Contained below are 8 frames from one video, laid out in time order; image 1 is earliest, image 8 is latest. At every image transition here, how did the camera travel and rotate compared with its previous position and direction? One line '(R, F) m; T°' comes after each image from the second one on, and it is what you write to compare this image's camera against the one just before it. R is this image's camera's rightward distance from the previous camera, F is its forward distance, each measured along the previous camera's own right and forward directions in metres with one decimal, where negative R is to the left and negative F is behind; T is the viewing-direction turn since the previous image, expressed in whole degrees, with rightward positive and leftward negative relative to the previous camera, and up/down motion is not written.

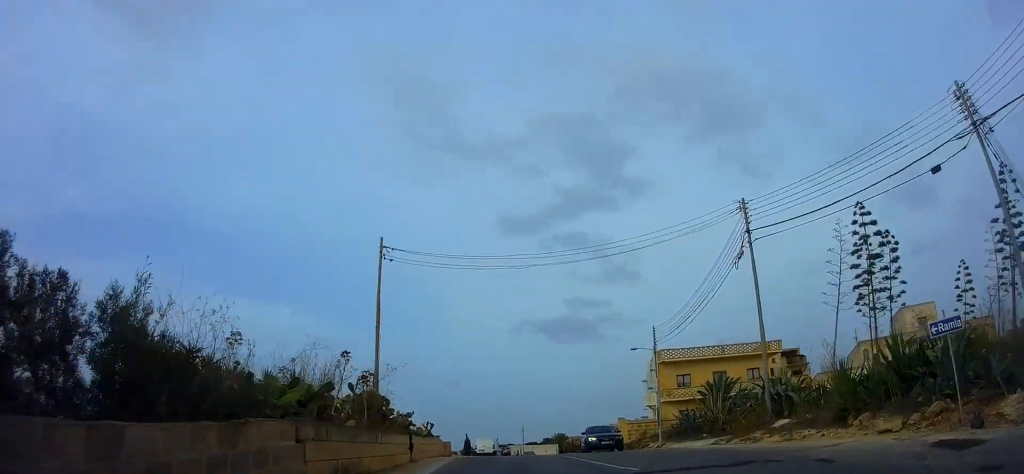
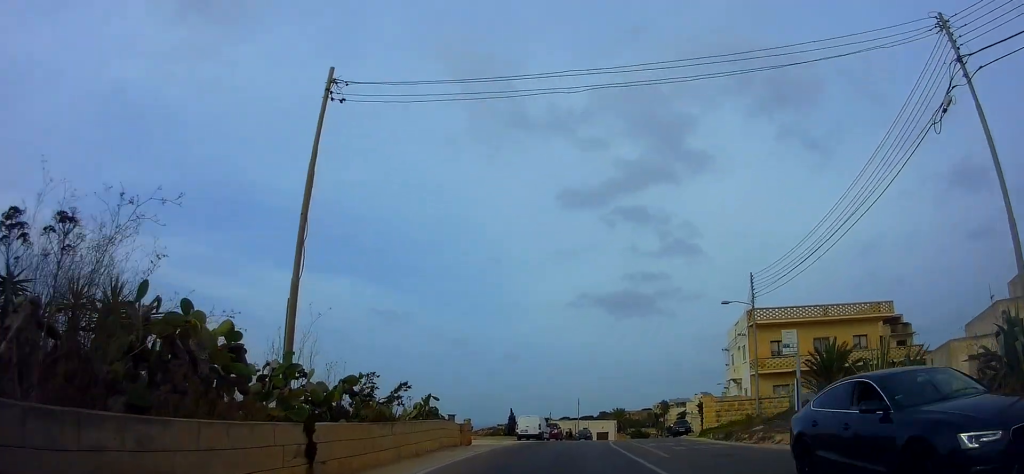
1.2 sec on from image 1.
(-0.7, +10.9) m; -7°
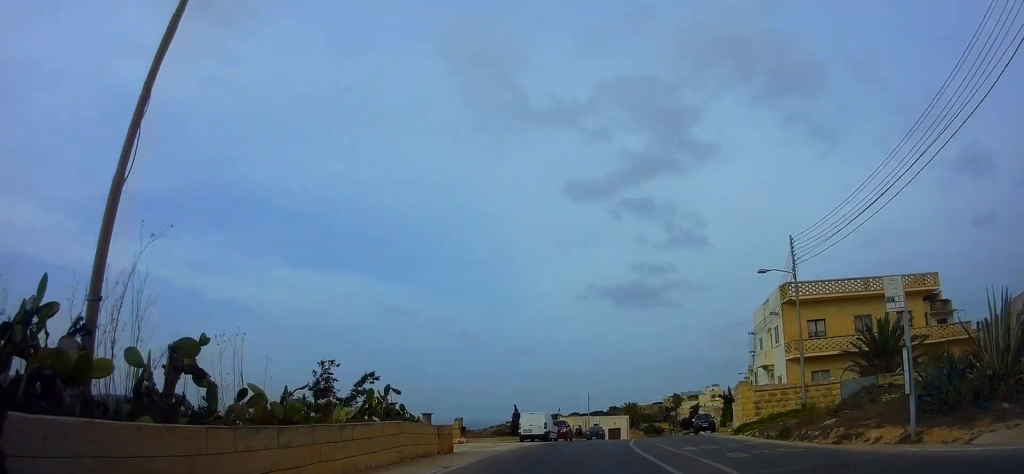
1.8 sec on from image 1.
(-0.1, +5.4) m; -2°
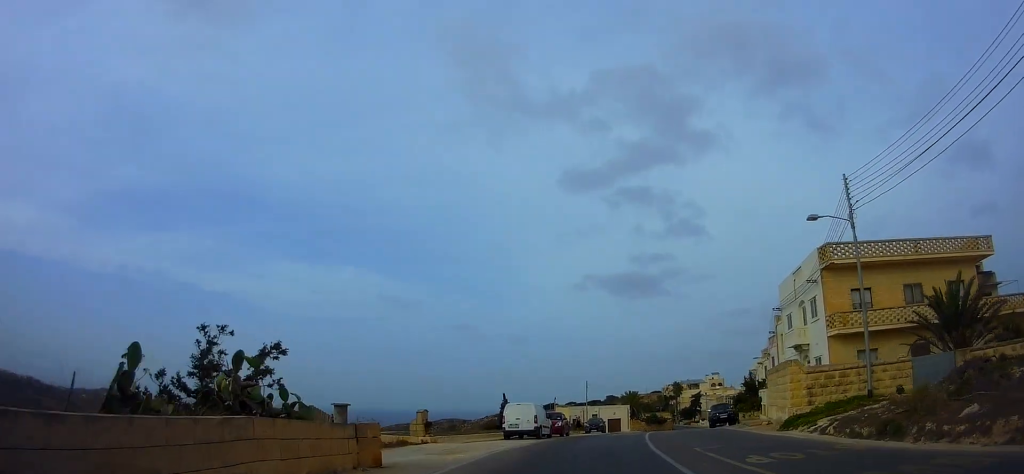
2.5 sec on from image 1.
(-0.1, +6.6) m; -1°
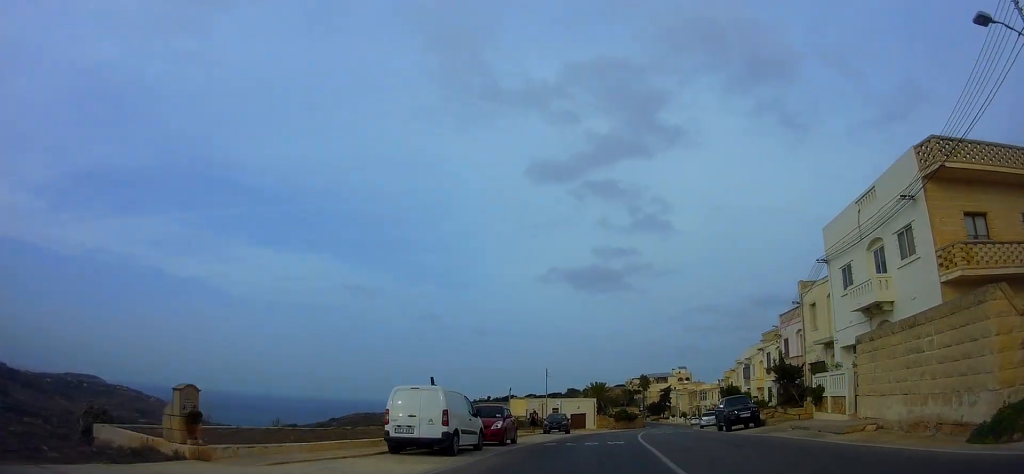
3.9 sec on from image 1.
(0.0, +12.6) m; +2°
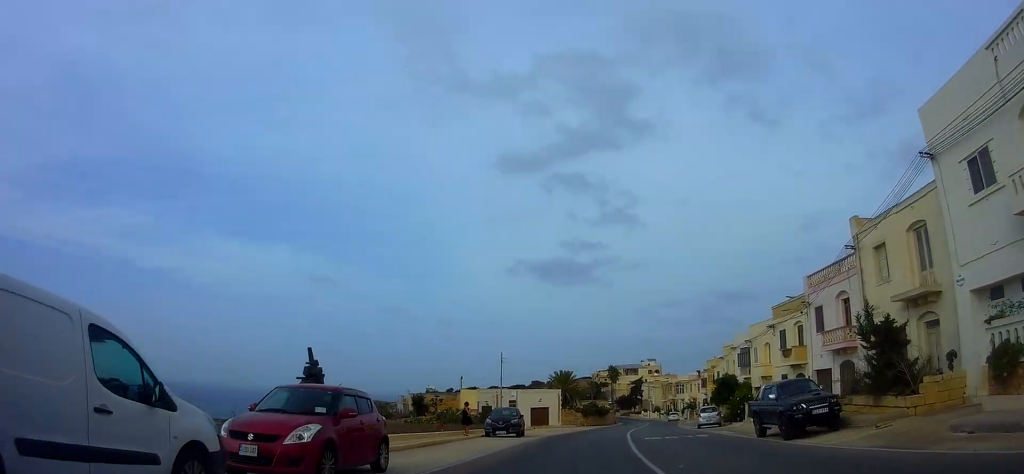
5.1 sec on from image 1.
(+0.5, +11.8) m; +2°
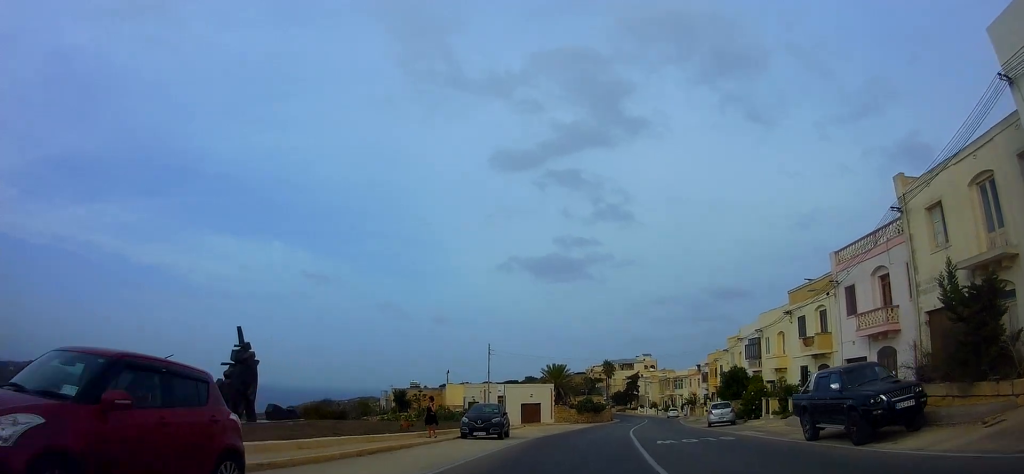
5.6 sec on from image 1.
(+0.2, +4.6) m; 0°
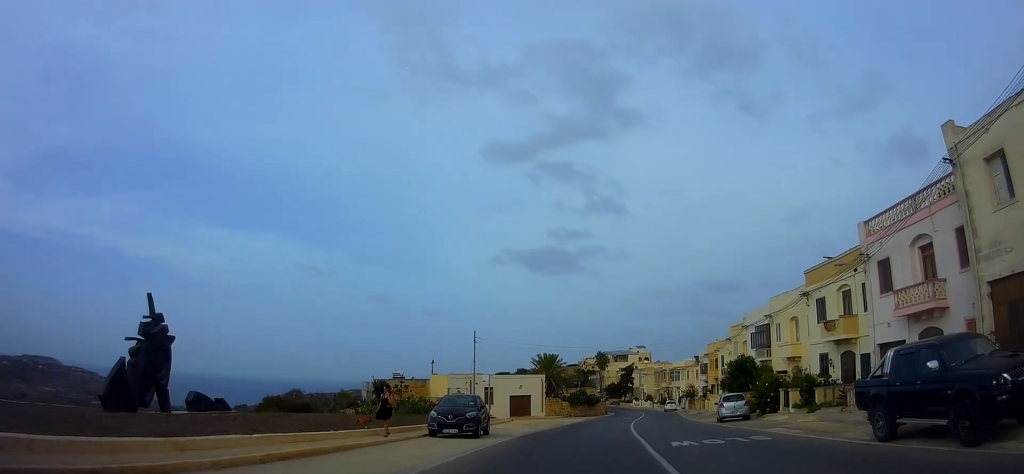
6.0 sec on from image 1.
(-0.3, +4.1) m; 0°
